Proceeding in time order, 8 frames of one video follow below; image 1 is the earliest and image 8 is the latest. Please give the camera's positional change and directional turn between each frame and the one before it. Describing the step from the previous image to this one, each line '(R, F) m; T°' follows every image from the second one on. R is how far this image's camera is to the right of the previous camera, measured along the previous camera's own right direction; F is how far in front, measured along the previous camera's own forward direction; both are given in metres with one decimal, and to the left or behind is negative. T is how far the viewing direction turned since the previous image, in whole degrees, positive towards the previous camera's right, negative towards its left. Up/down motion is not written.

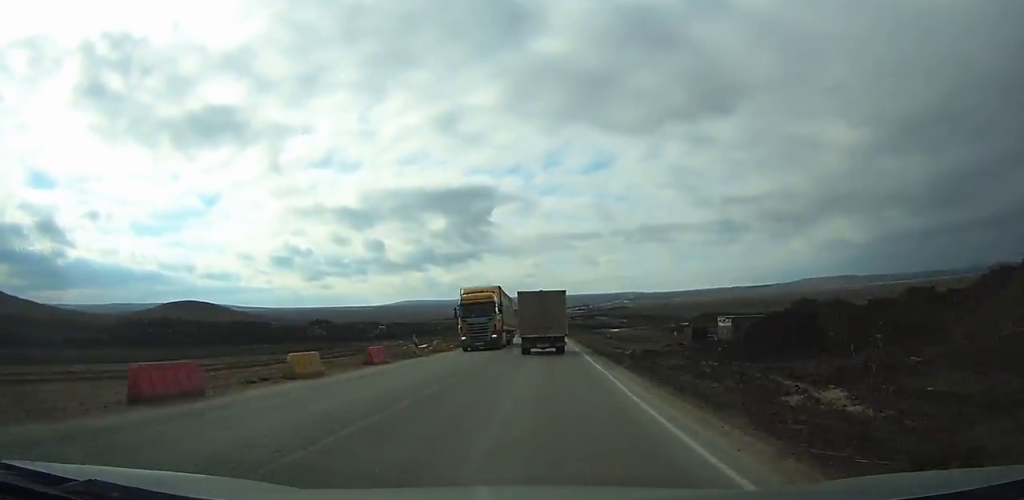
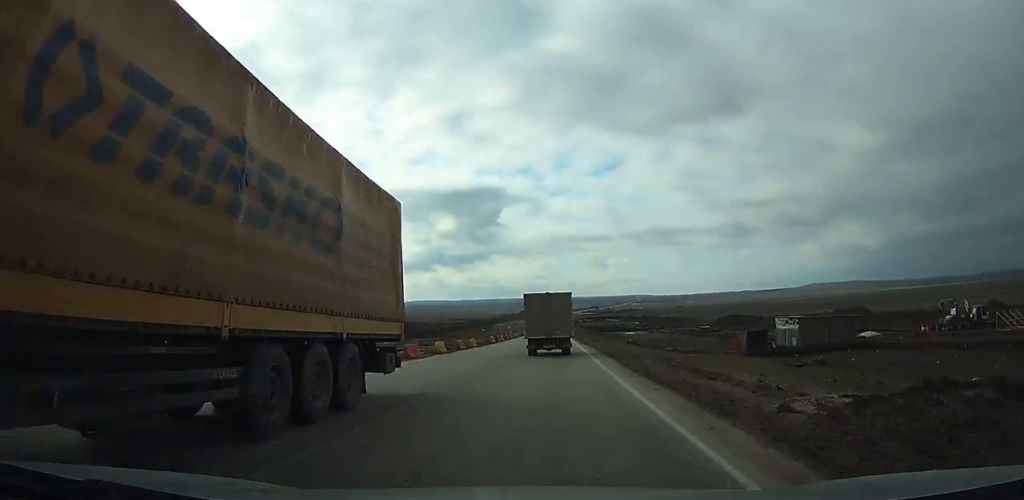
(-0.1, +18.5) m; 0°
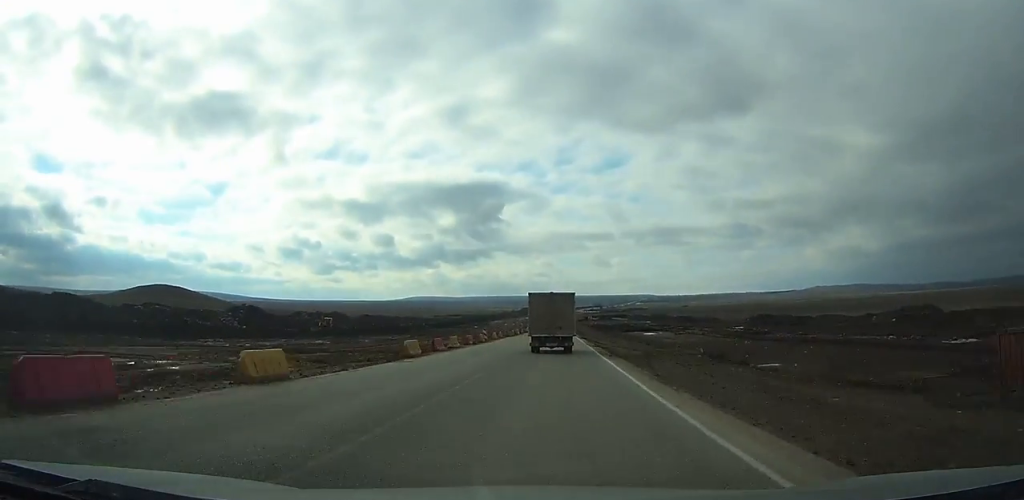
(-0.1, +35.8) m; 0°
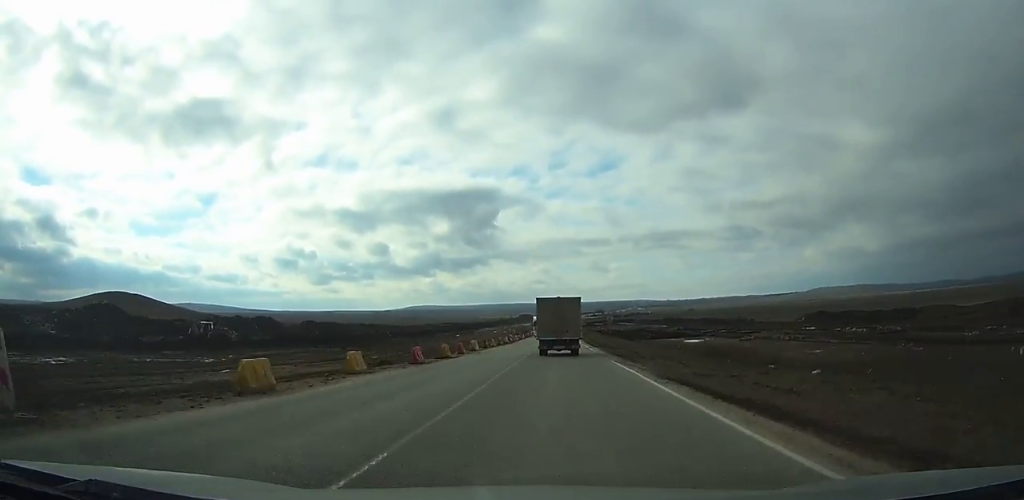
(0.0, +49.3) m; 0°
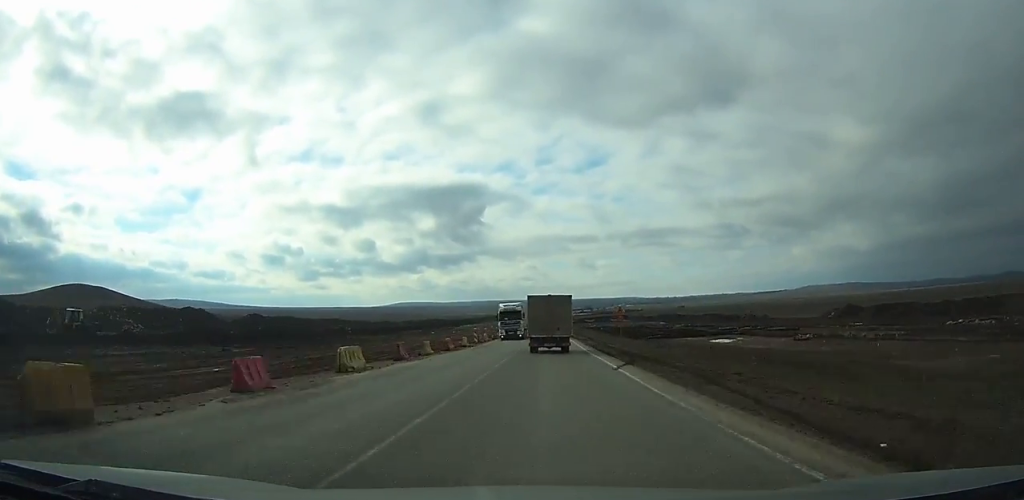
(+0.2, +25.4) m; 0°
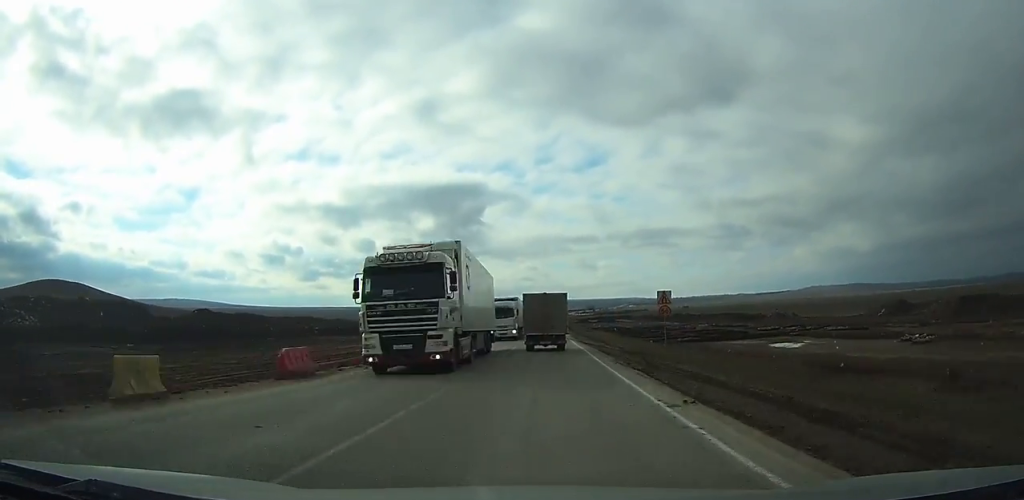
(+0.1, +22.8) m; 0°
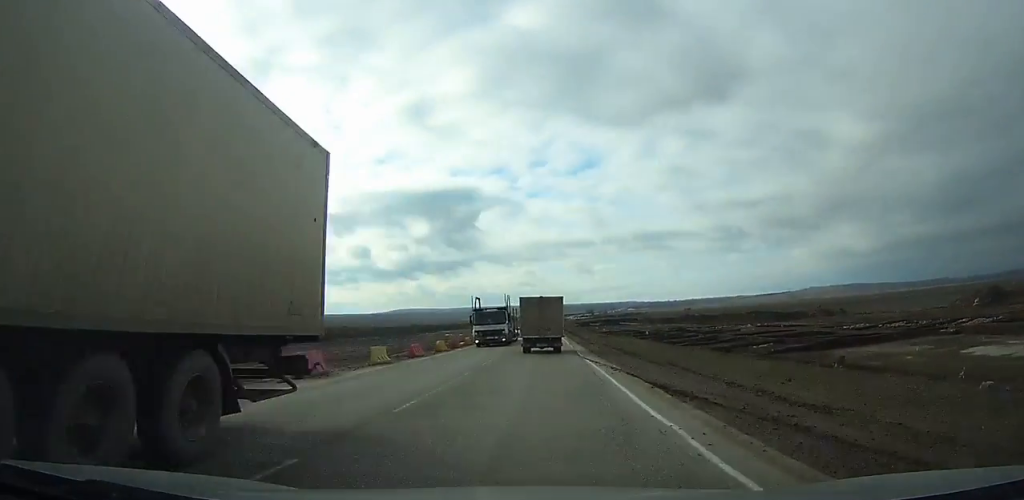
(+0.1, +30.6) m; 0°
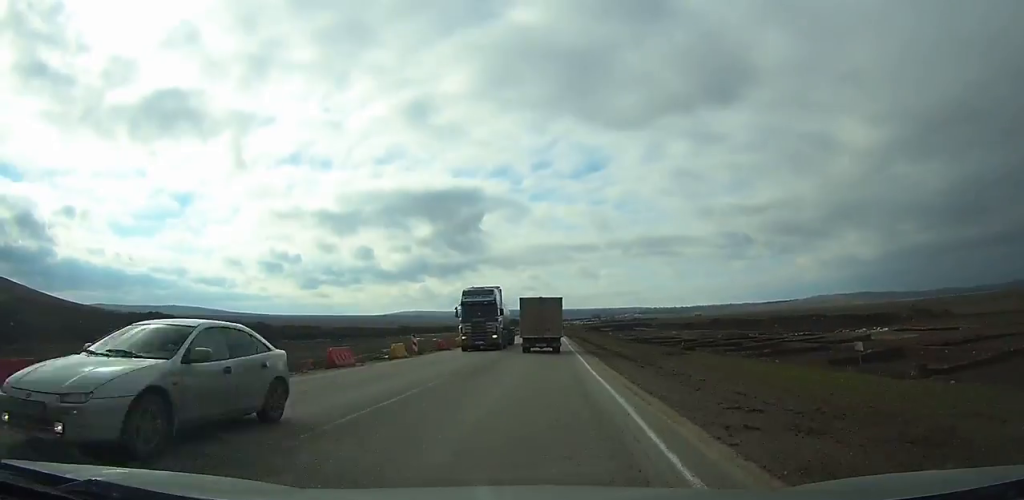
(-0.1, +38.5) m; 0°
